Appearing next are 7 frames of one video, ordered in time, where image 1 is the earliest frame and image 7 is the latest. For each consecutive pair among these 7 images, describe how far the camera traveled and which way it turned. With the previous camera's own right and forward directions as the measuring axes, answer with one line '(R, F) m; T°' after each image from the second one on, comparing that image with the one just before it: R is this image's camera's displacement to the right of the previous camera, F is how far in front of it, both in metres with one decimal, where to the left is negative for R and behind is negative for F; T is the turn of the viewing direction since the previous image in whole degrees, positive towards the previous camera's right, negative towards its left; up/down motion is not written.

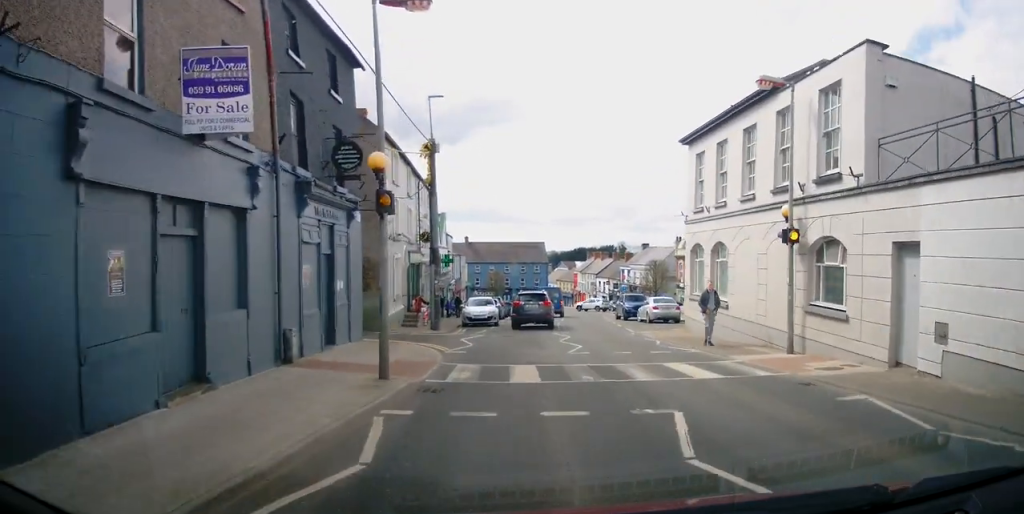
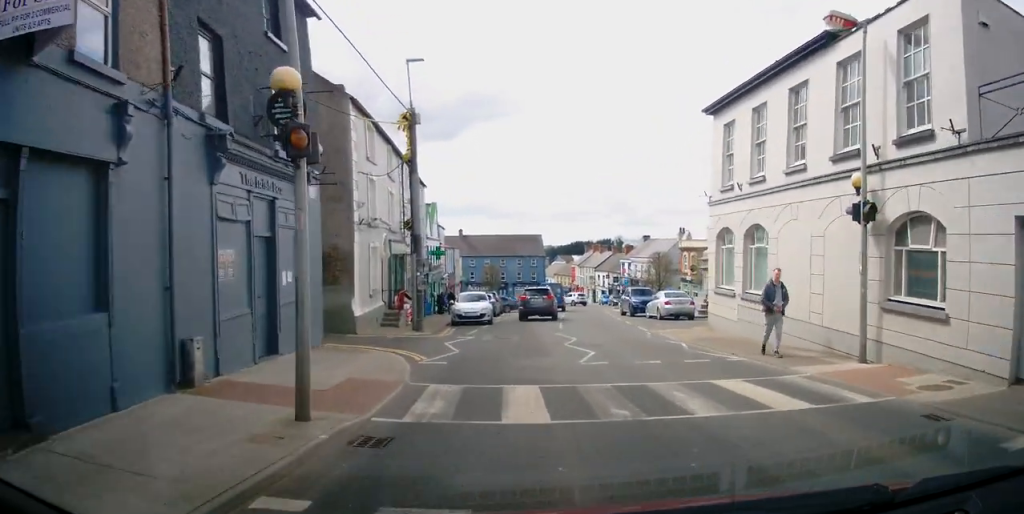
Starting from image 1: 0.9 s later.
(-0.1, +3.8) m; -4°
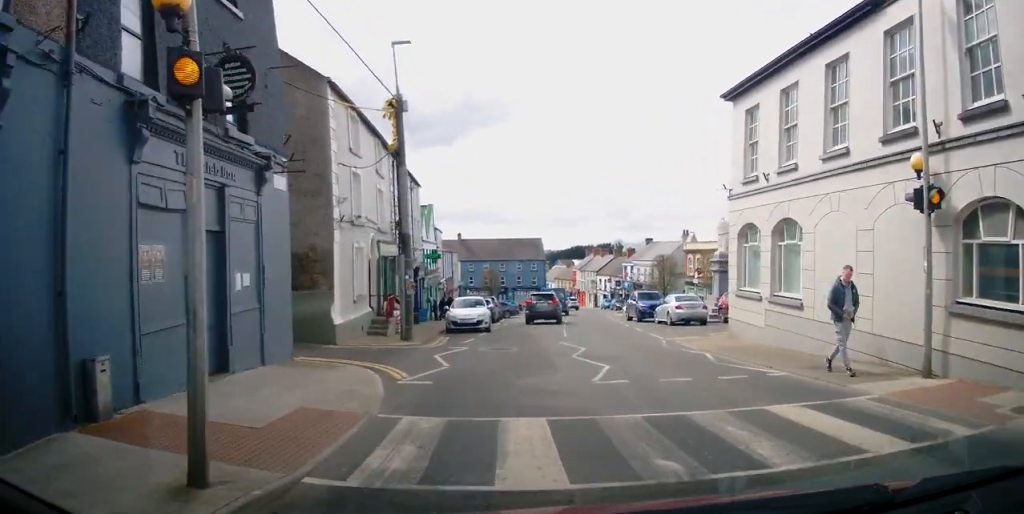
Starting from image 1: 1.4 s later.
(-0.1, +2.0) m; 0°
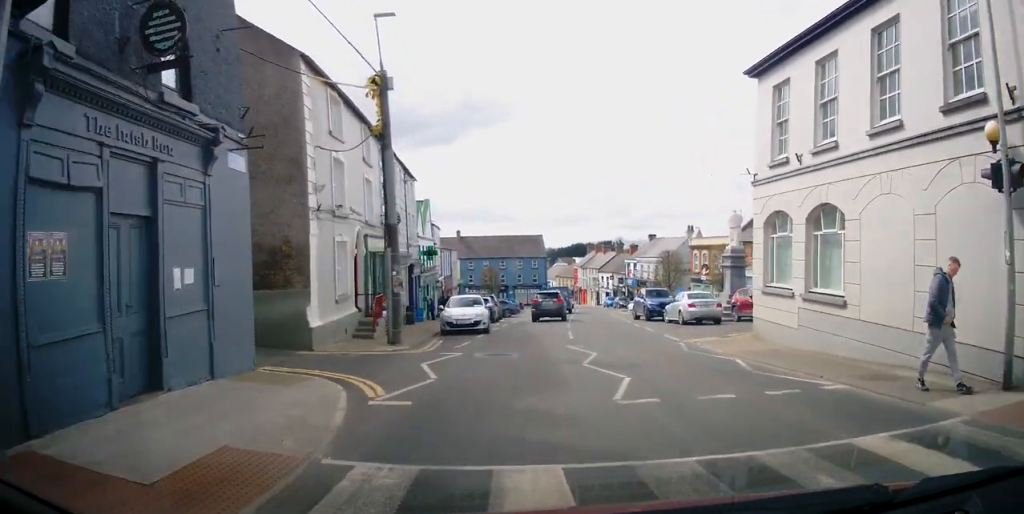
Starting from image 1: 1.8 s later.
(-0.1, +1.7) m; 0°
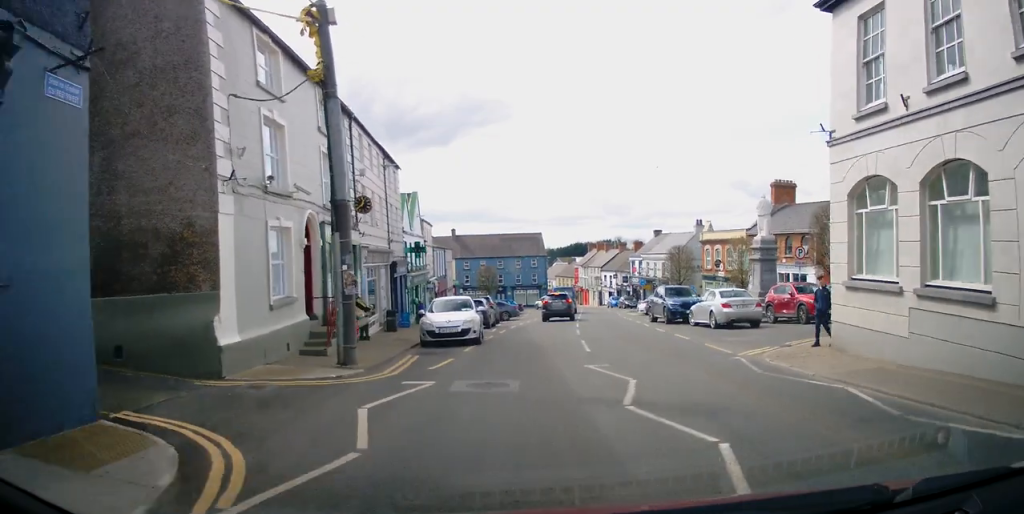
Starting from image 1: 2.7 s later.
(+0.1, +4.1) m; +3°
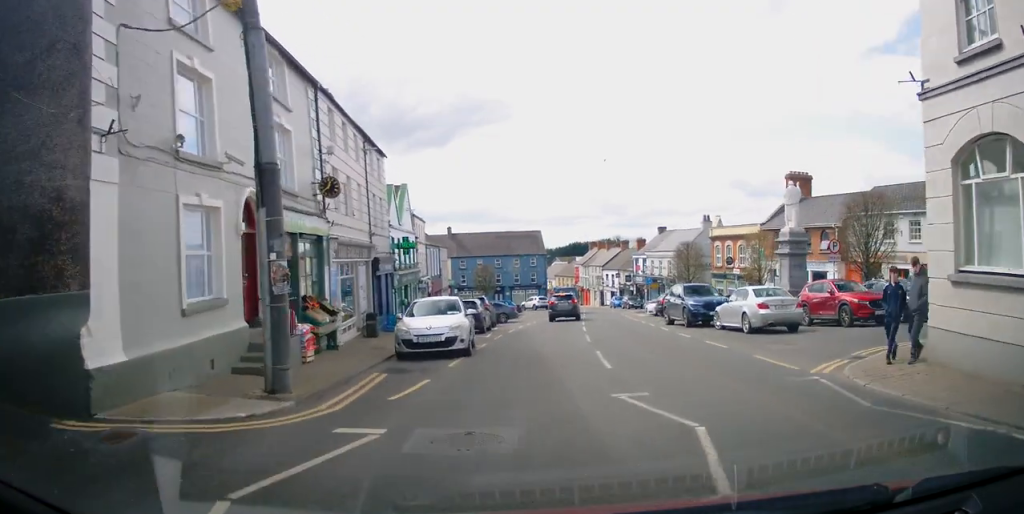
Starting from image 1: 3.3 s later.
(+0.1, +3.2) m; +1°
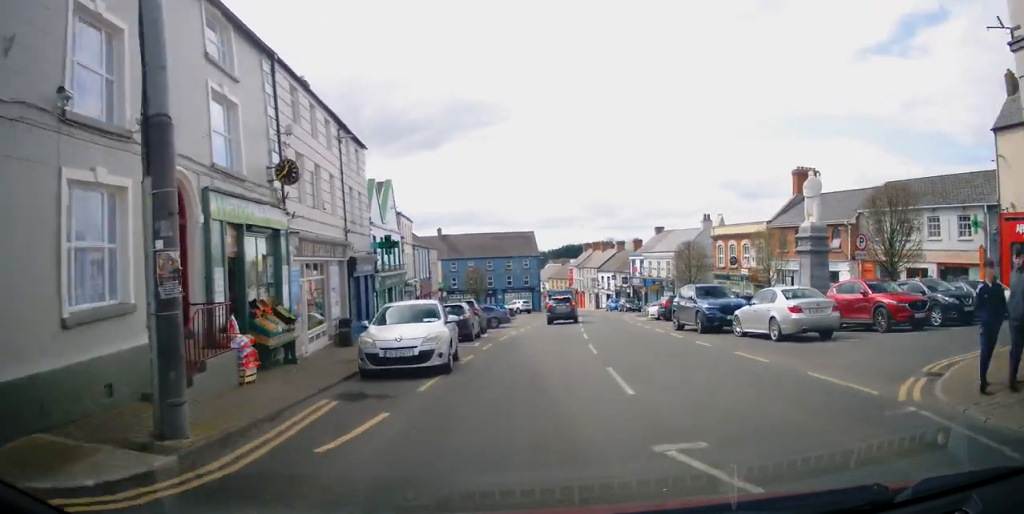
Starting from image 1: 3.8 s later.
(+0.1, +2.4) m; 0°
